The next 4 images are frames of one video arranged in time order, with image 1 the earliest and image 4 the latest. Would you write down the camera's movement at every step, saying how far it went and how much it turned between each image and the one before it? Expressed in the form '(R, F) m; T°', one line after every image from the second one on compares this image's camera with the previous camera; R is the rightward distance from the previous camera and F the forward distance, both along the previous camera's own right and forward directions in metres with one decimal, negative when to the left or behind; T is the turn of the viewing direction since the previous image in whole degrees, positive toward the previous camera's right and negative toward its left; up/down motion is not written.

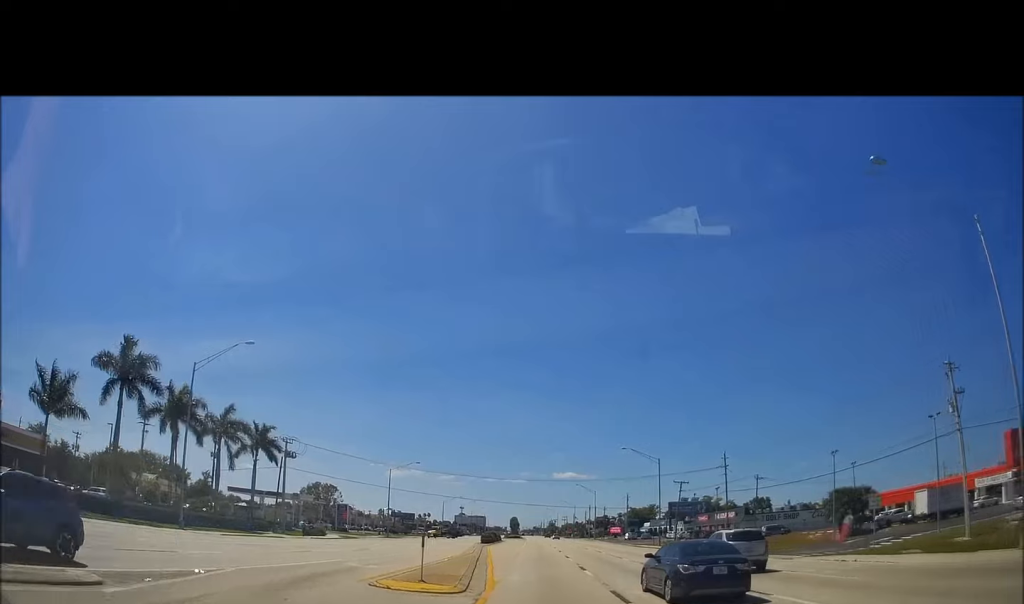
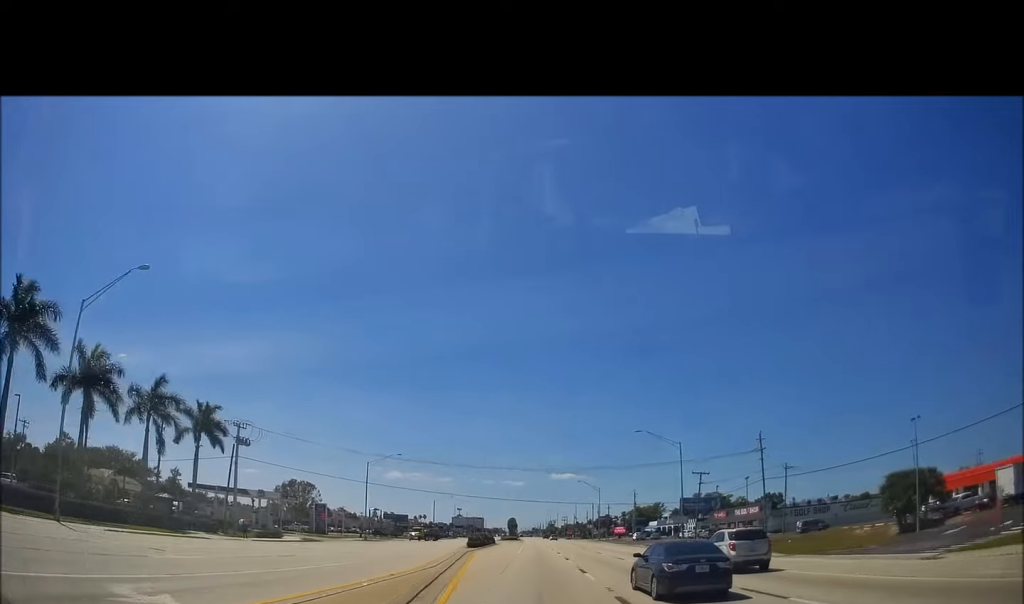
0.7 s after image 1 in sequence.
(0.0, +13.4) m; 0°
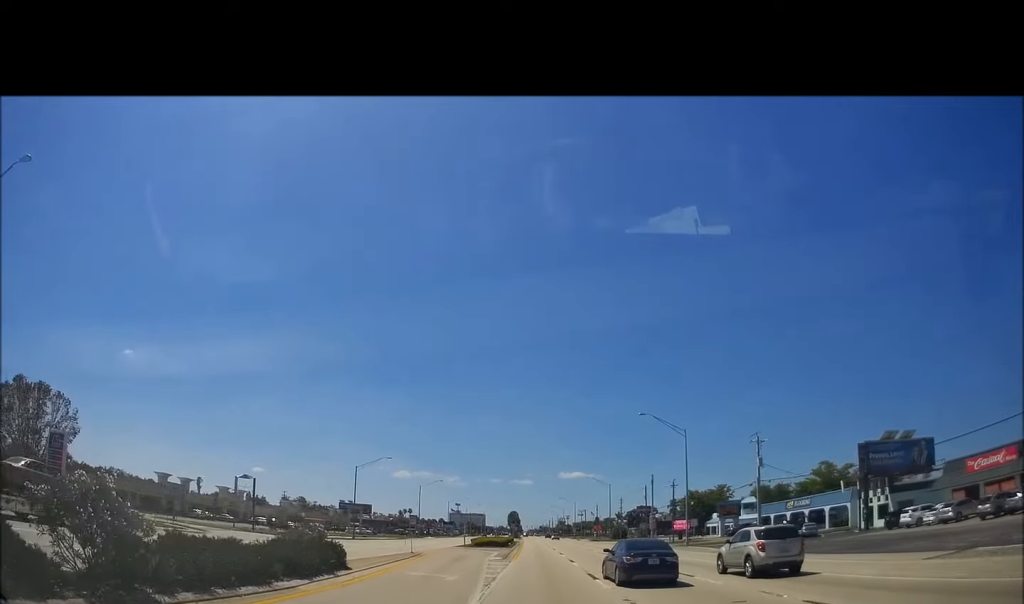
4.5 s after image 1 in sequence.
(+0.4, +77.7) m; +1°
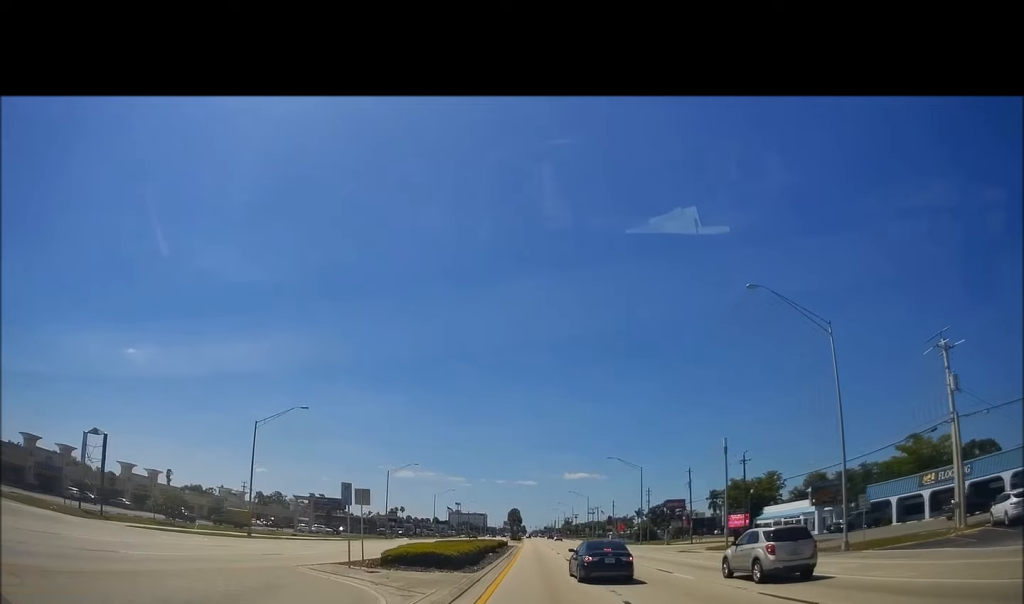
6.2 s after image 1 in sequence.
(-0.3, +35.4) m; -1°
